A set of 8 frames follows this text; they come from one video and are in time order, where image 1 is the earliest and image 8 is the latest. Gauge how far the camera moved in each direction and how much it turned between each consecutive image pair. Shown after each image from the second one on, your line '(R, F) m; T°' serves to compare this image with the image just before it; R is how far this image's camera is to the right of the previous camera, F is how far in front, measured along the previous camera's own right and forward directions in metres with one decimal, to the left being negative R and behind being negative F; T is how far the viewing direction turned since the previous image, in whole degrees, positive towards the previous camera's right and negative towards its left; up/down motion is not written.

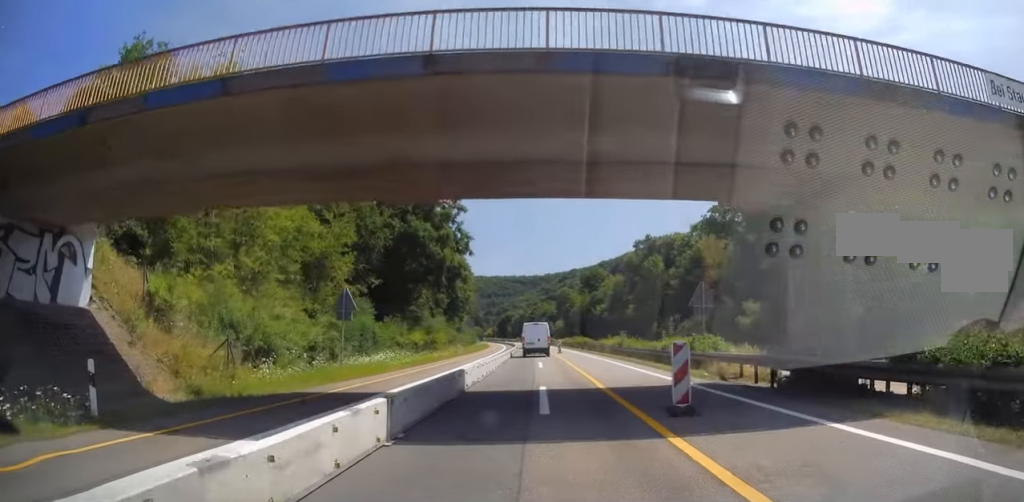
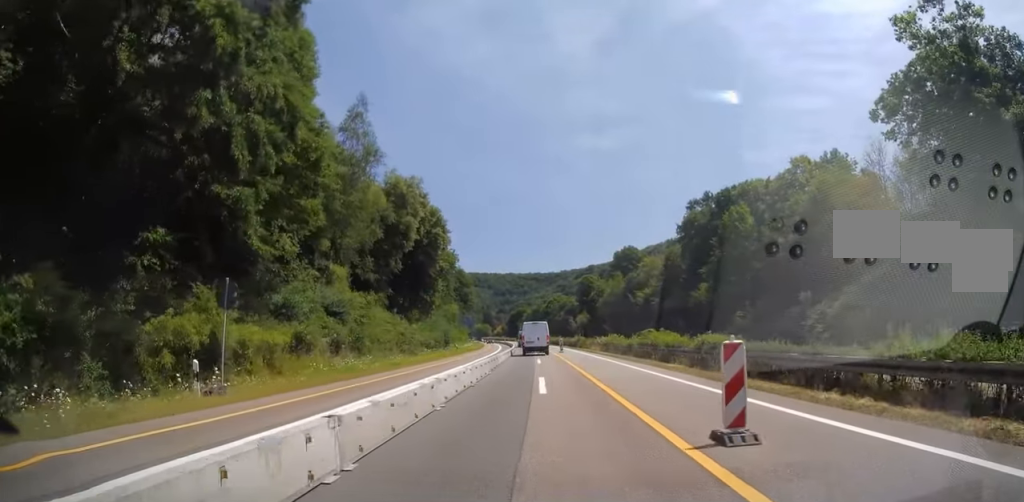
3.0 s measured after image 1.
(-0.4, +50.1) m; -1°
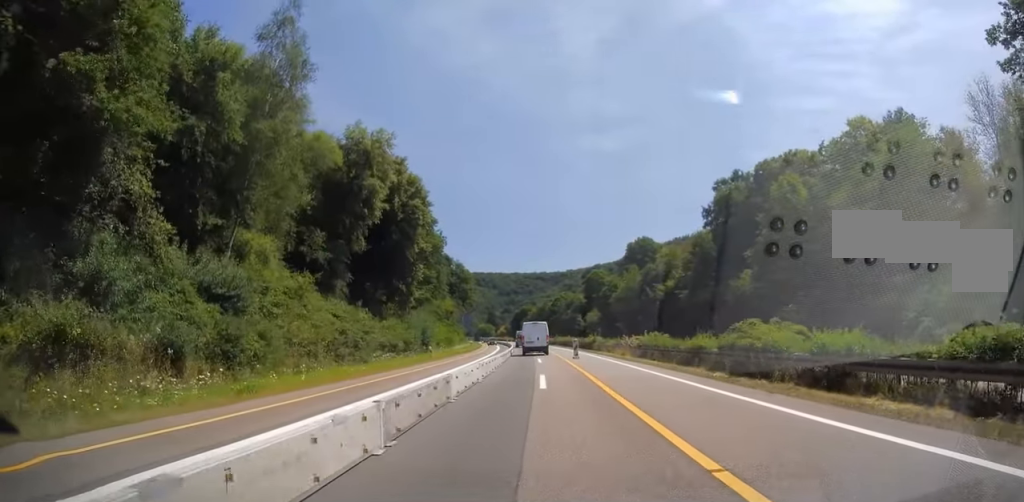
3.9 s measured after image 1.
(-0.3, +16.4) m; -1°
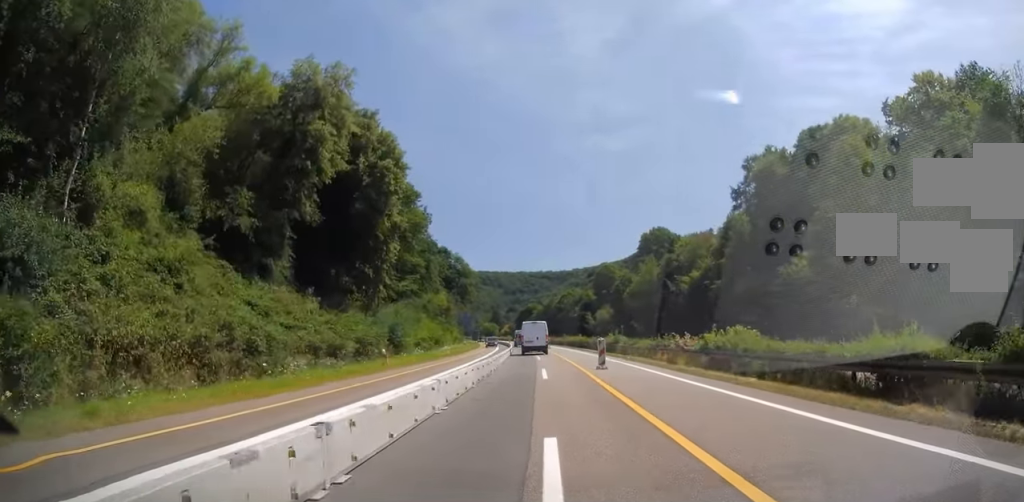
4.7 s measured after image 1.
(0.0, +14.0) m; 0°
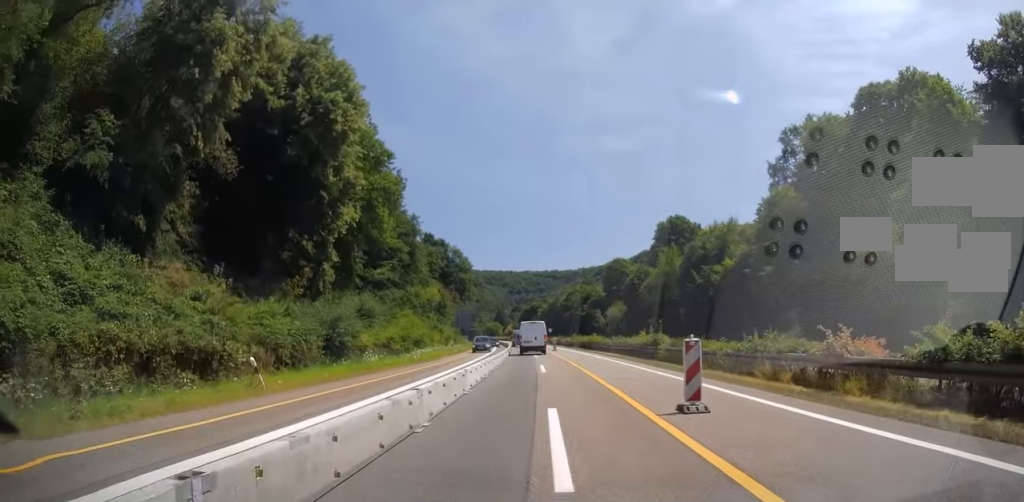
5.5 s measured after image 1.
(0.0, +14.1) m; 0°
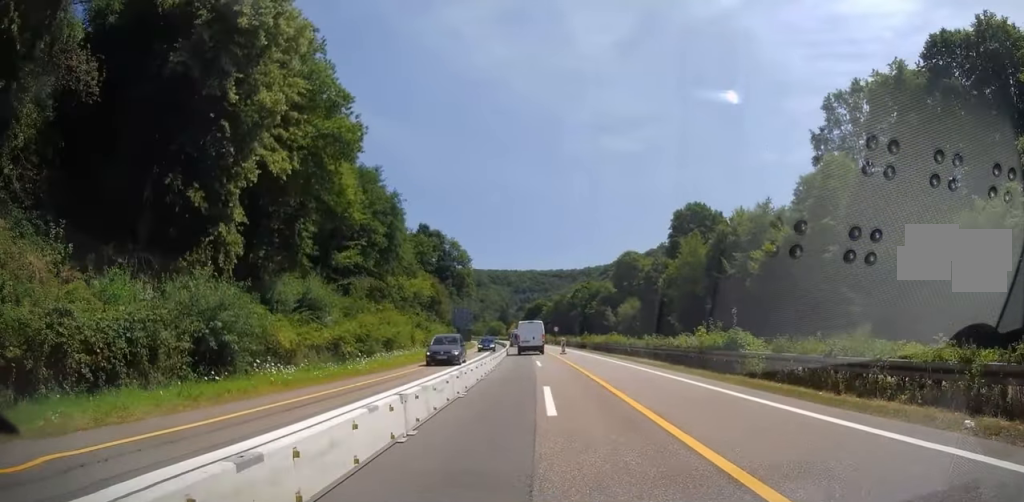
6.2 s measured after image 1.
(0.0, +12.7) m; 0°
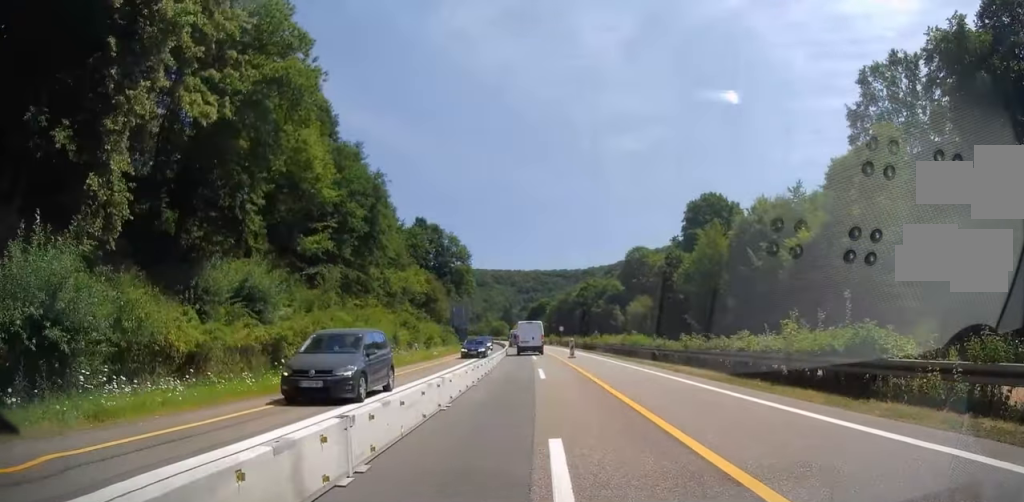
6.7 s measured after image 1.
(0.0, +8.3) m; 0°
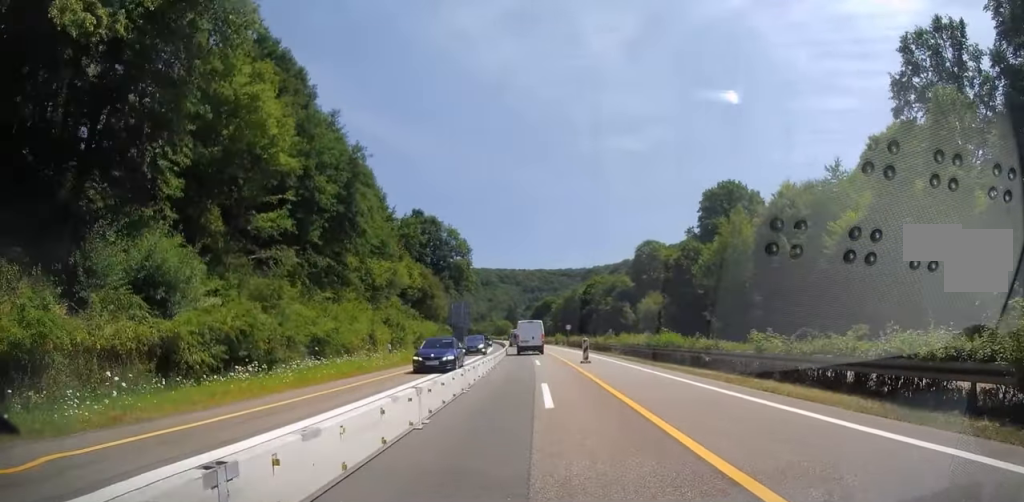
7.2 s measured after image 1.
(0.0, +8.4) m; 0°
